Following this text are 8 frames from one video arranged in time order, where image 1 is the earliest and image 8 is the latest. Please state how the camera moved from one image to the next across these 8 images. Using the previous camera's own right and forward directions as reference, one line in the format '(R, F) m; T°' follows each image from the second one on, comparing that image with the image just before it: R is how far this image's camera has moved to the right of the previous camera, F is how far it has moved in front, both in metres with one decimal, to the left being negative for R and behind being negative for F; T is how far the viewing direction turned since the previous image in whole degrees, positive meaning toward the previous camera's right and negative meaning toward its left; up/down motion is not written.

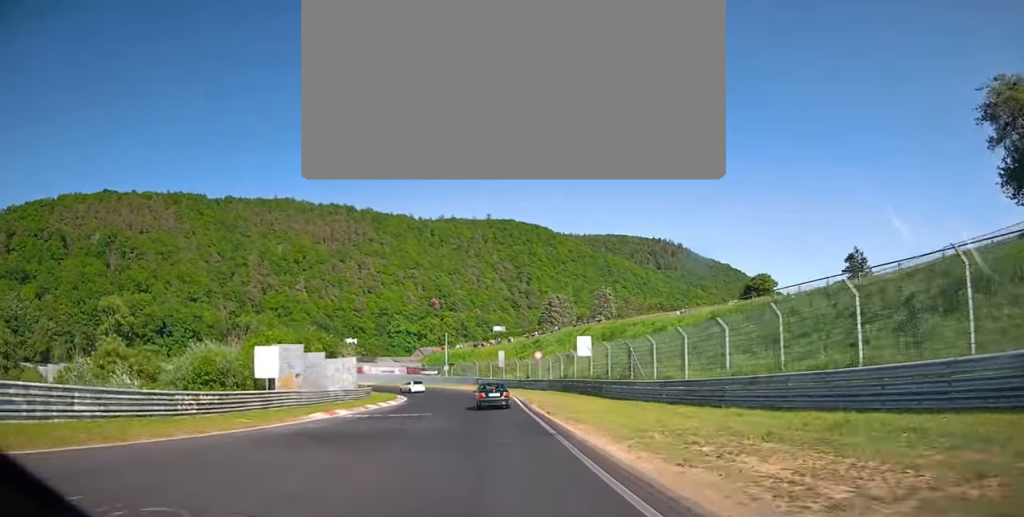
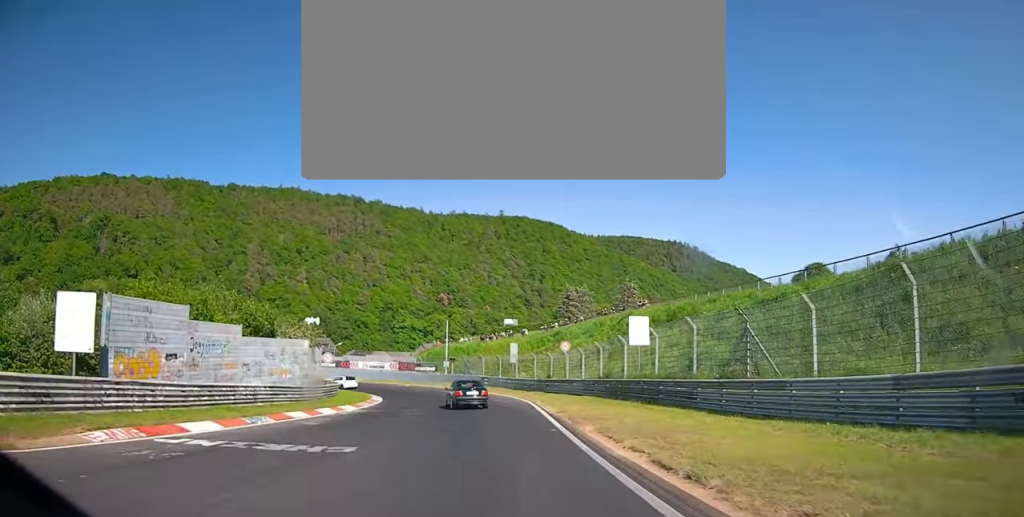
(-0.4, +14.5) m; -3°
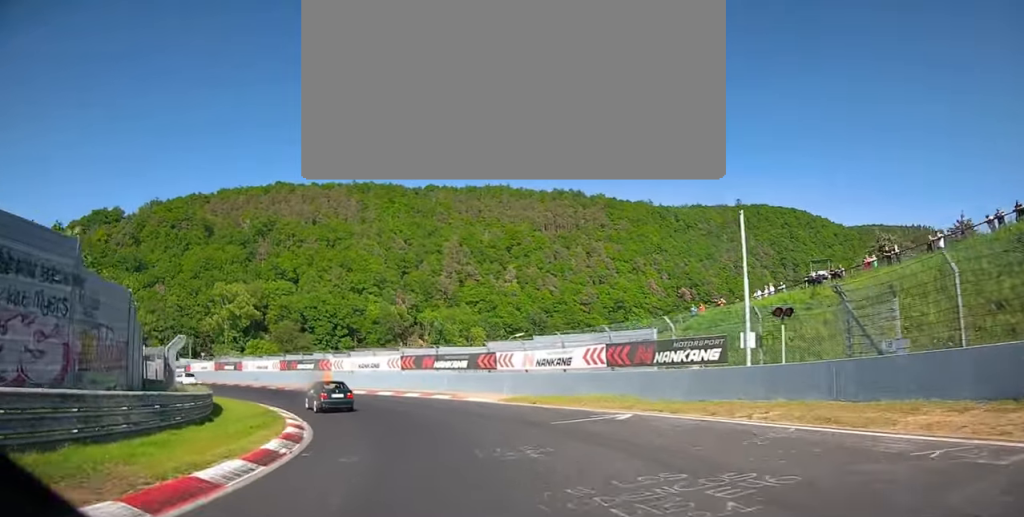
(-8.0, +46.2) m; -30°
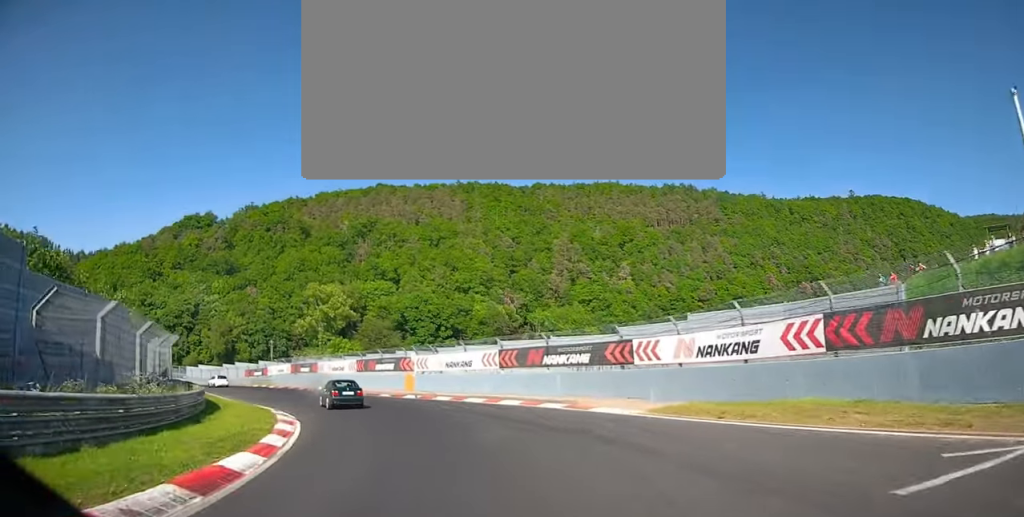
(0.0, +10.5) m; -11°
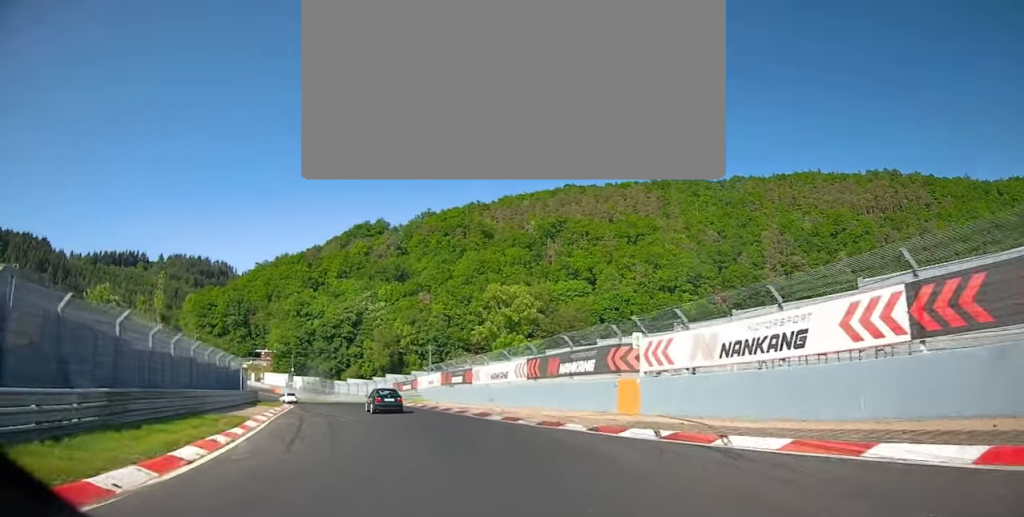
(-4.5, +21.3) m; -18°
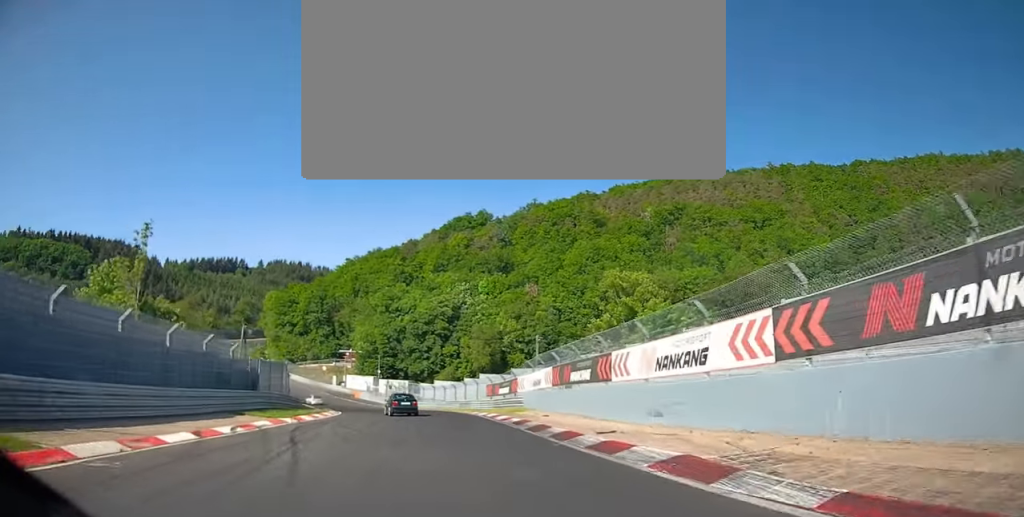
(-1.9, +17.4) m; -9°
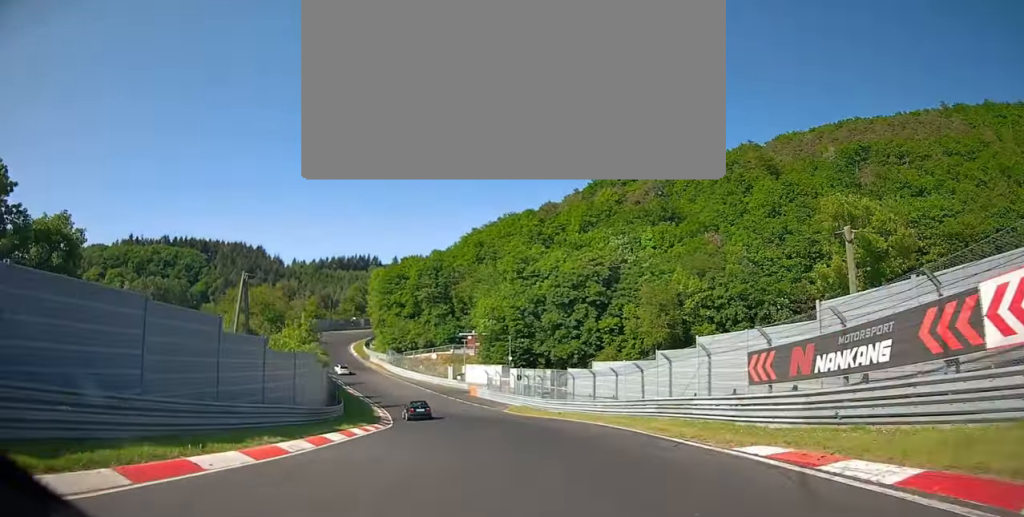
(-3.7, +30.8) m; -14°
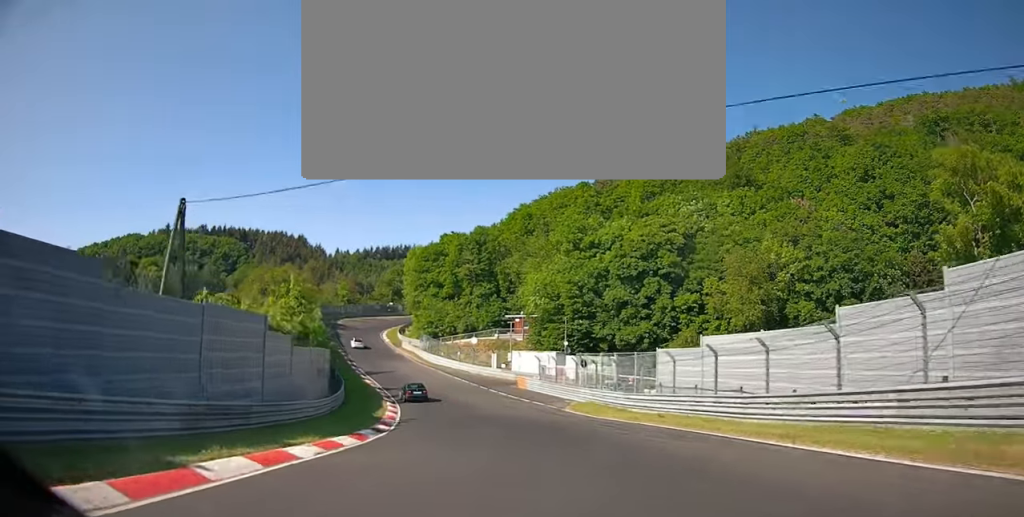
(-1.1, +13.4) m; -5°
